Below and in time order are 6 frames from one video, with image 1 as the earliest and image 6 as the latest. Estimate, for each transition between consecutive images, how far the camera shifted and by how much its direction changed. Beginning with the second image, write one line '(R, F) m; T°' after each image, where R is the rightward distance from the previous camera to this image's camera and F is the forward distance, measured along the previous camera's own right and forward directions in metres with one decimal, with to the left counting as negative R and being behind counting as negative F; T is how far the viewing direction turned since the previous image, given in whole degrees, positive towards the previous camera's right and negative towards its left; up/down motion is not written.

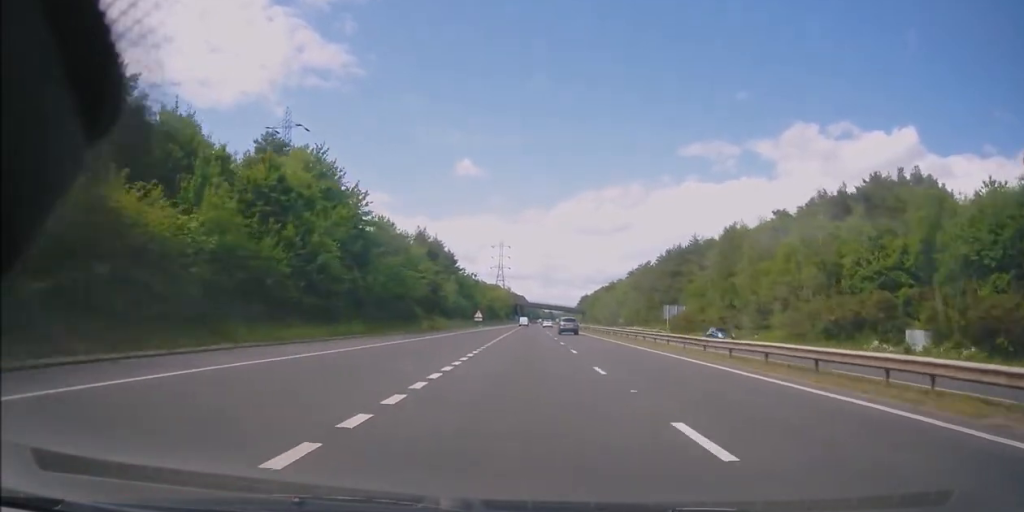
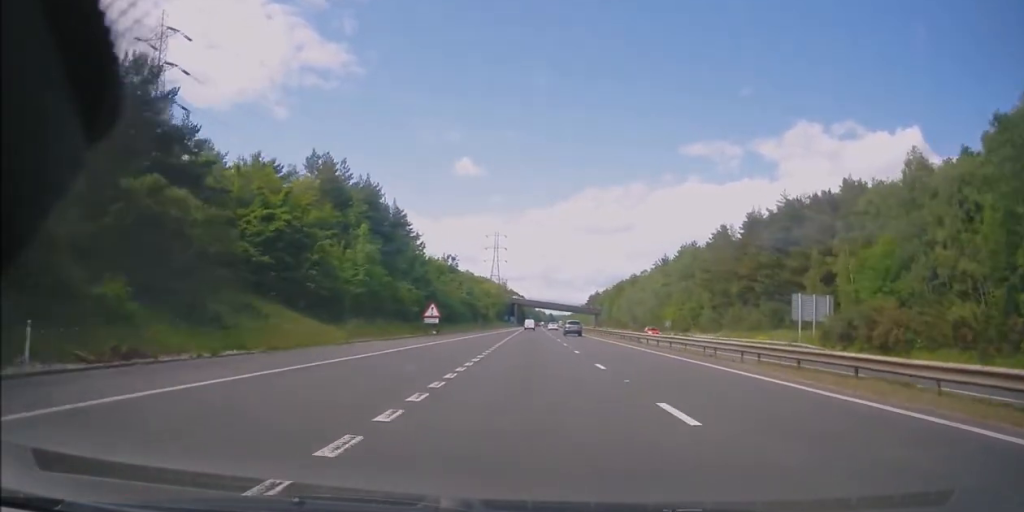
(-0.1, +52.6) m; 0°
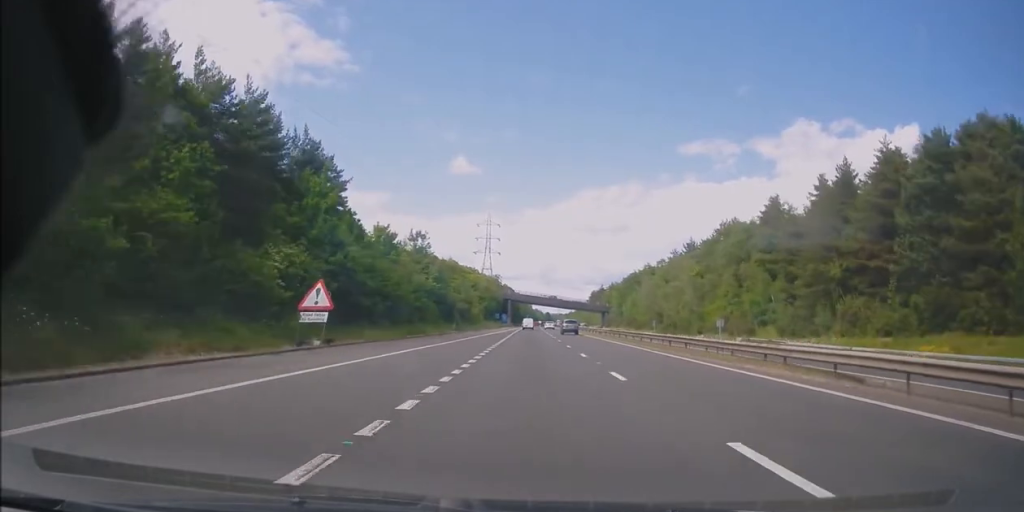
(+0.3, +30.5) m; +1°
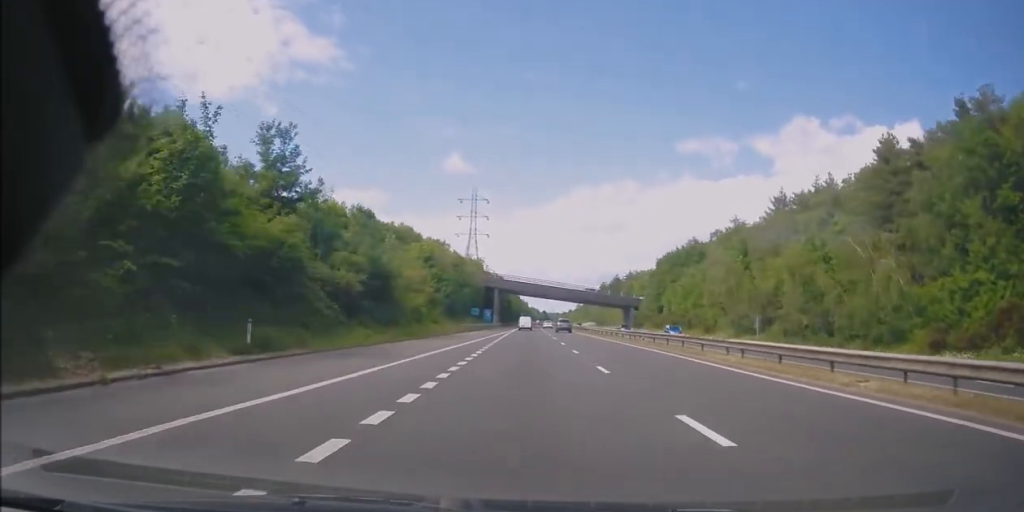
(0.0, +52.6) m; 0°
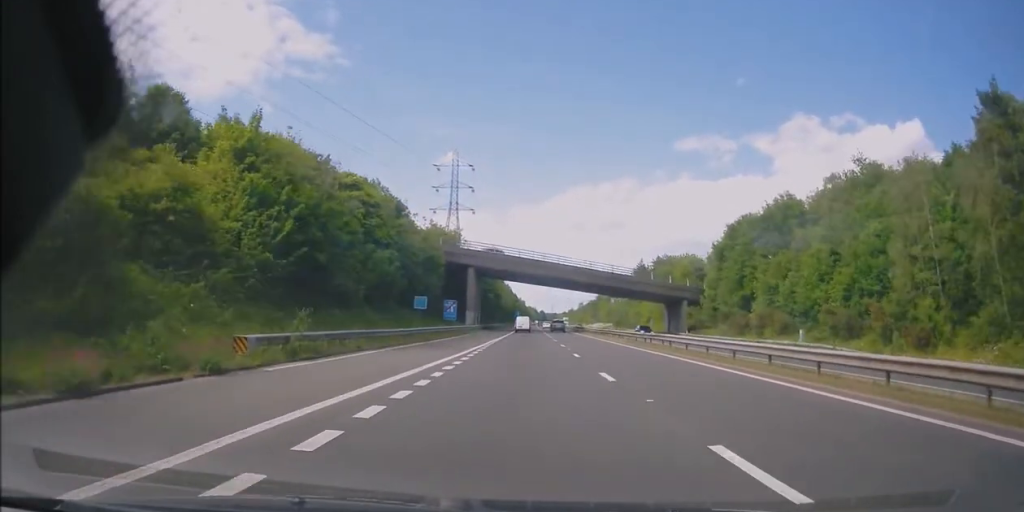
(0.0, +47.3) m; 0°
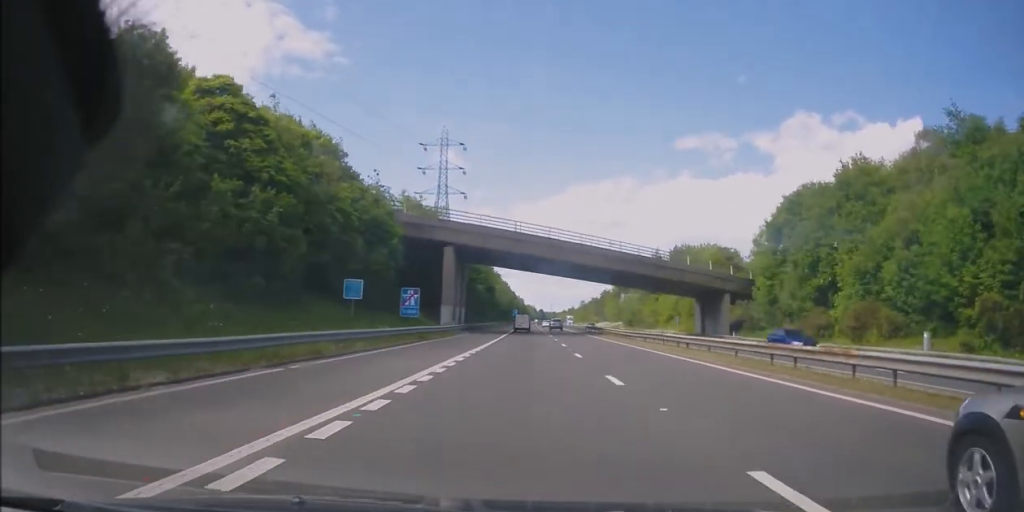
(0.0, +19.4) m; +1°
